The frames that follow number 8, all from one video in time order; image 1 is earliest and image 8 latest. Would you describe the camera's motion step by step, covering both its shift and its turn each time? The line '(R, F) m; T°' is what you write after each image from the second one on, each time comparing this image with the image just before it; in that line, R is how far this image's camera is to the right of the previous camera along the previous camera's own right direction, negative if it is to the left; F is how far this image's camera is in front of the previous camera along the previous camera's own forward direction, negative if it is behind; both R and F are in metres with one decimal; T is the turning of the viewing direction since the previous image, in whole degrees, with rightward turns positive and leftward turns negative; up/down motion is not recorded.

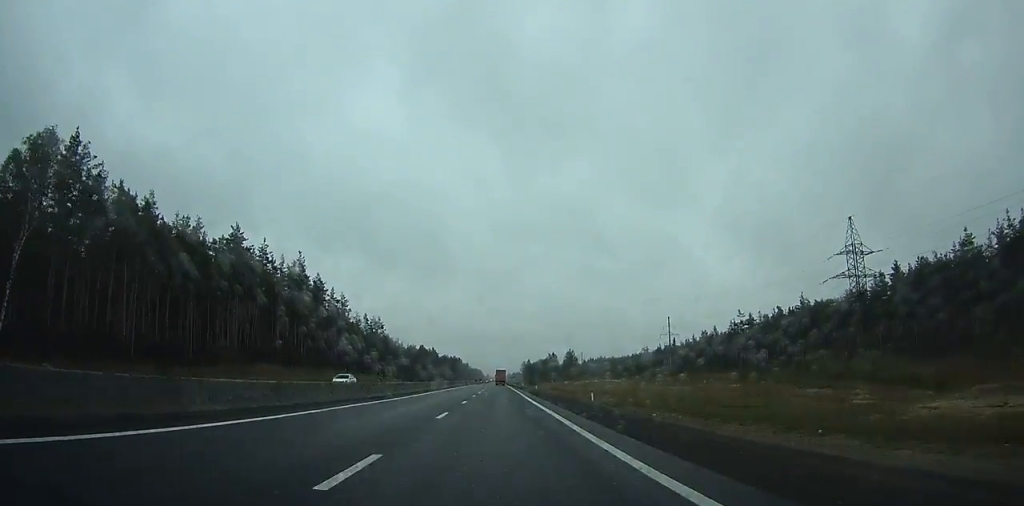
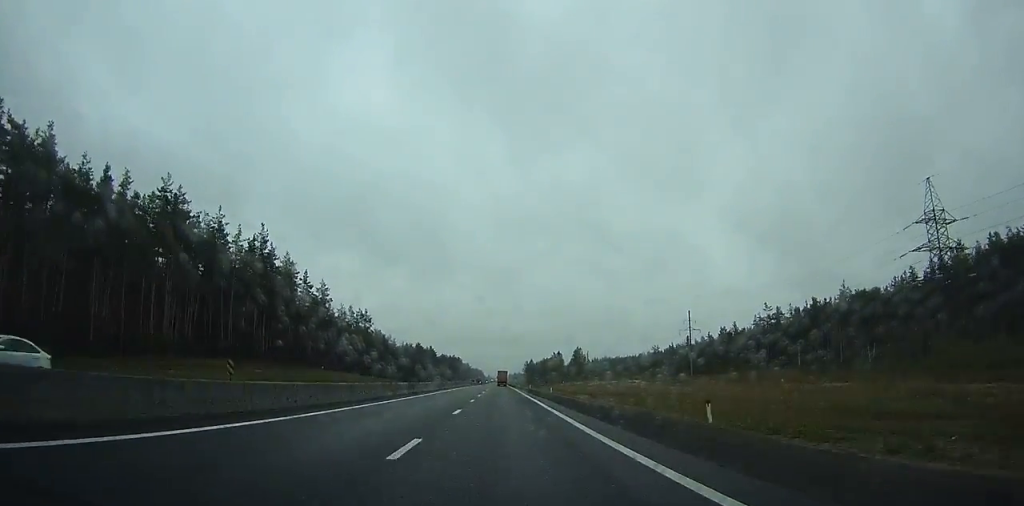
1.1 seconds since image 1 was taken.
(-0.1, +20.2) m; 0°
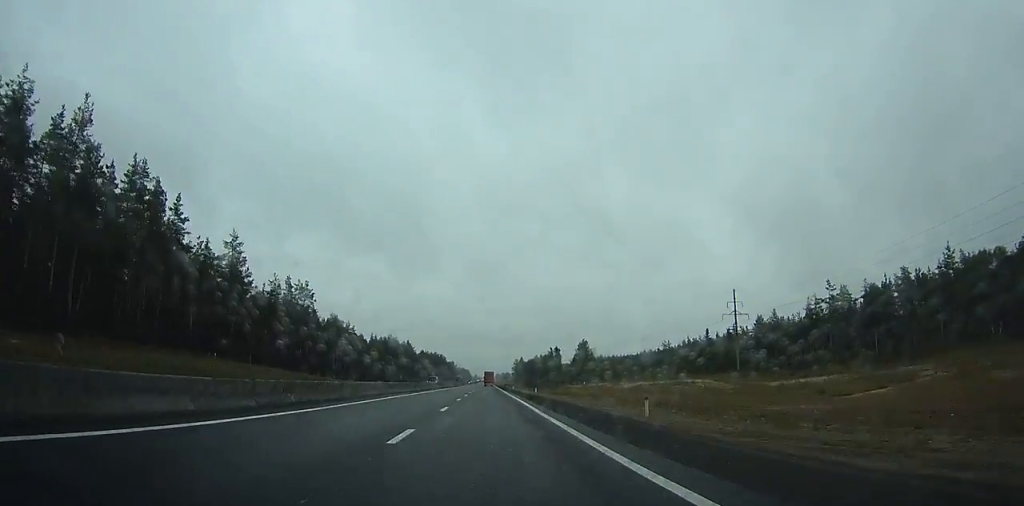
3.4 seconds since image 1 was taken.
(-0.1, +46.6) m; 0°
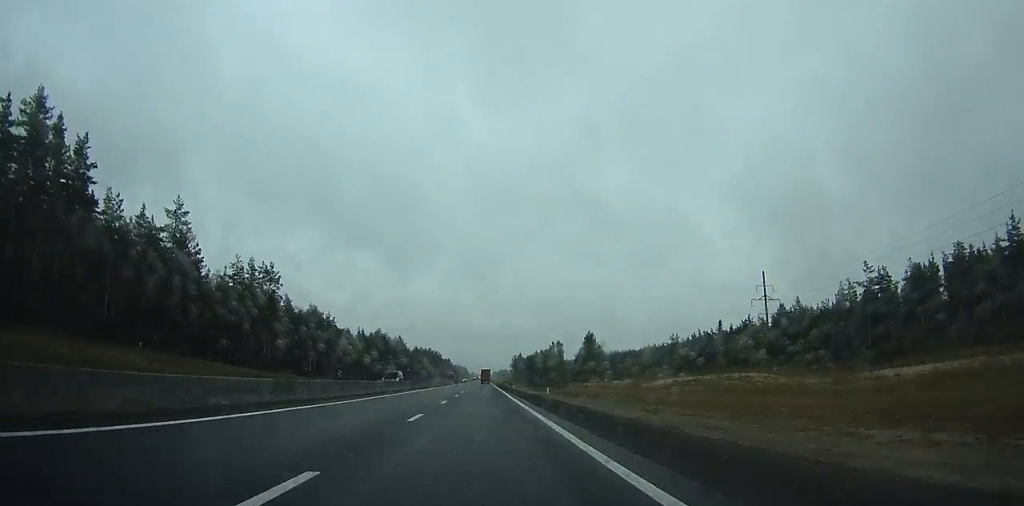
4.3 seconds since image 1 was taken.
(0.0, +19.4) m; 0°
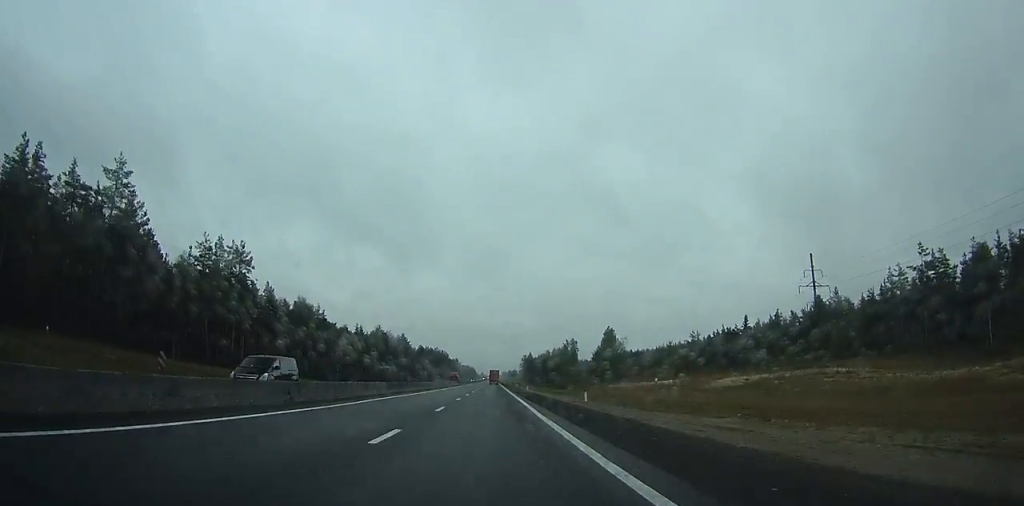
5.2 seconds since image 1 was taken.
(+0.1, +18.1) m; 0°
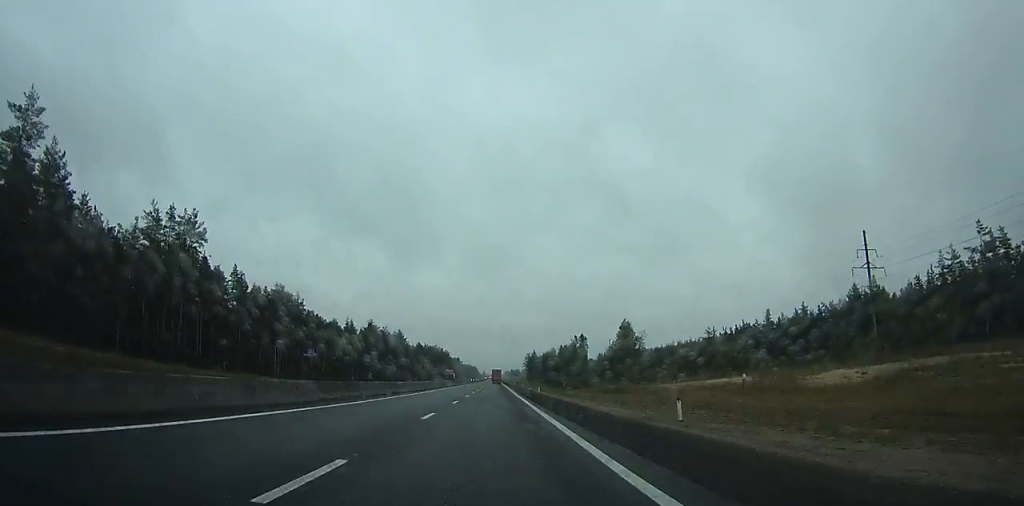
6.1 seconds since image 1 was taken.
(+0.1, +18.1) m; 0°
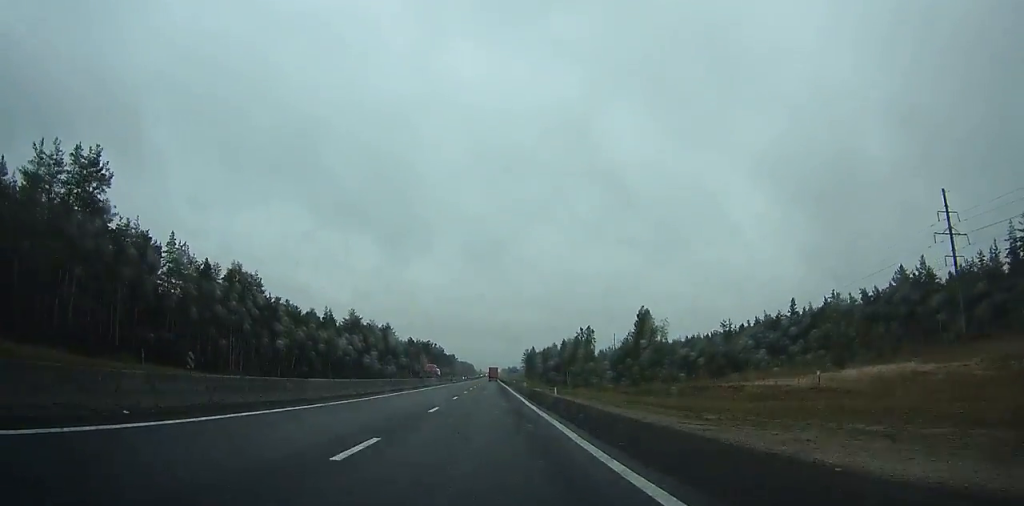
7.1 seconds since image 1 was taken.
(0.0, +22.0) m; 0°
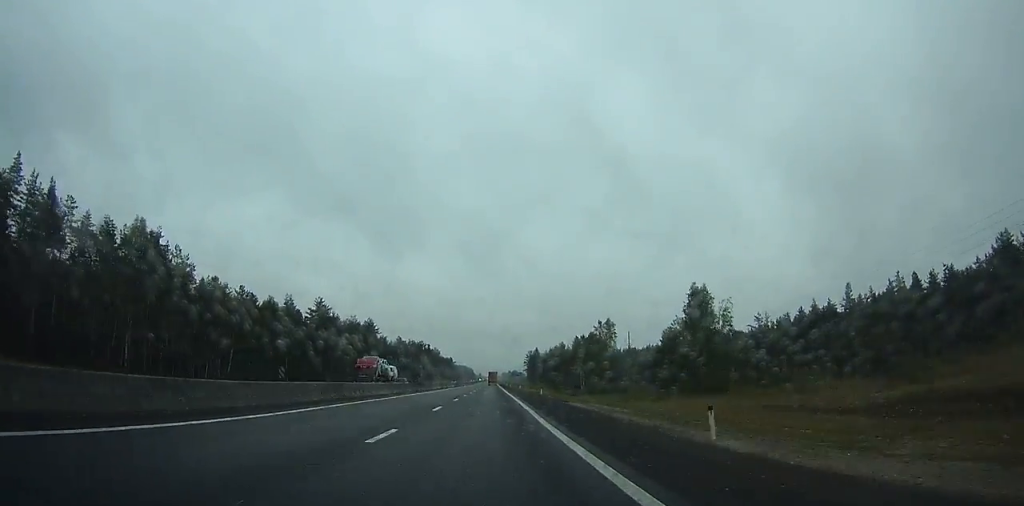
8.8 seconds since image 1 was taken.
(-0.2, +33.9) m; -1°
